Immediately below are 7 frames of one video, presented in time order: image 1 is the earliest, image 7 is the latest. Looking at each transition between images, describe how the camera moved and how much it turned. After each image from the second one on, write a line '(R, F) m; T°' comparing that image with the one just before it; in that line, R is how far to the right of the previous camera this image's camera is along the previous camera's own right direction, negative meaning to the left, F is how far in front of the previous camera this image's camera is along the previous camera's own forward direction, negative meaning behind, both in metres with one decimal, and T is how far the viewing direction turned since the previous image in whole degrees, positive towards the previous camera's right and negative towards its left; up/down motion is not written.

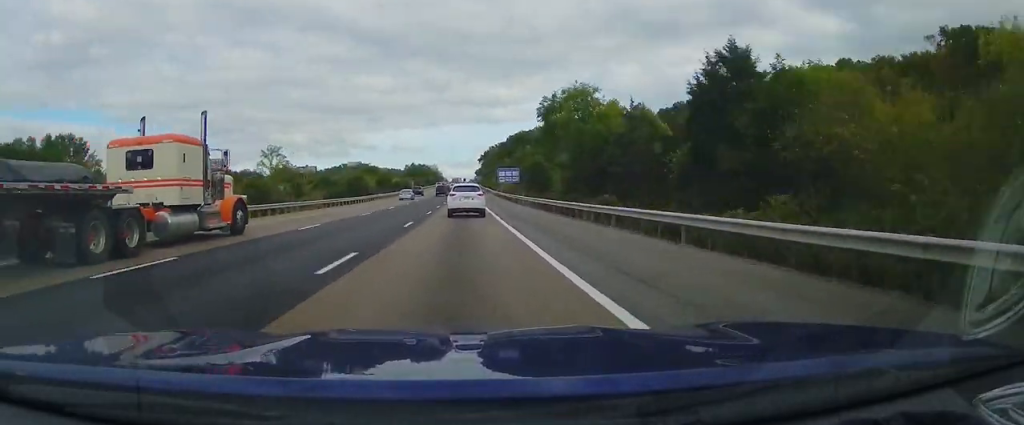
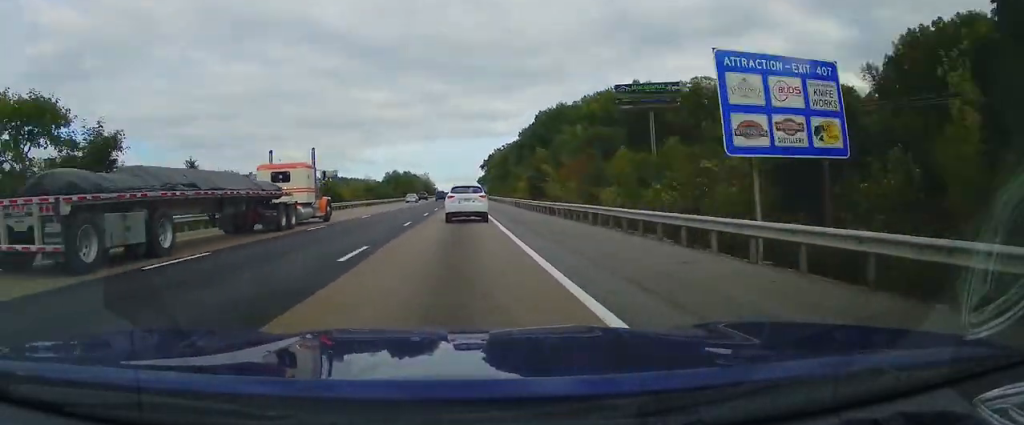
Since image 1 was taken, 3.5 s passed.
(0.0, +113.1) m; 0°
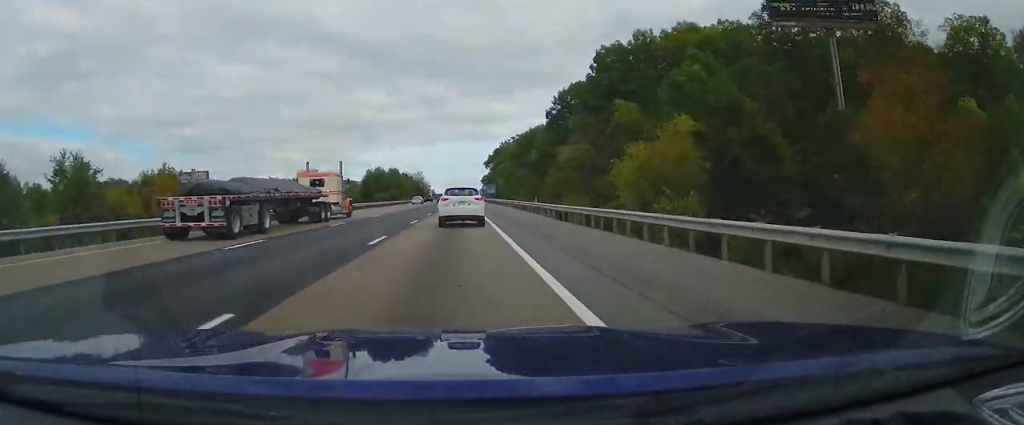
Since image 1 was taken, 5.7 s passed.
(0.0, +69.4) m; 0°
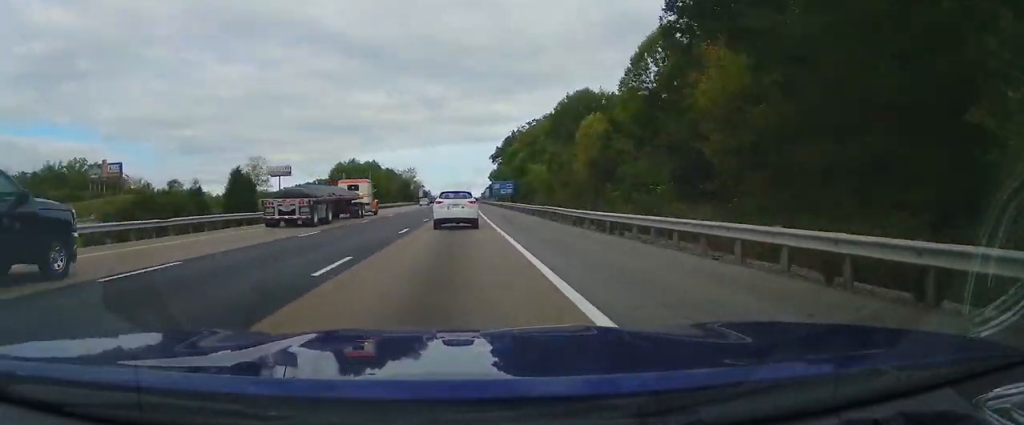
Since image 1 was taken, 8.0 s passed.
(+0.2, +64.7) m; 0°
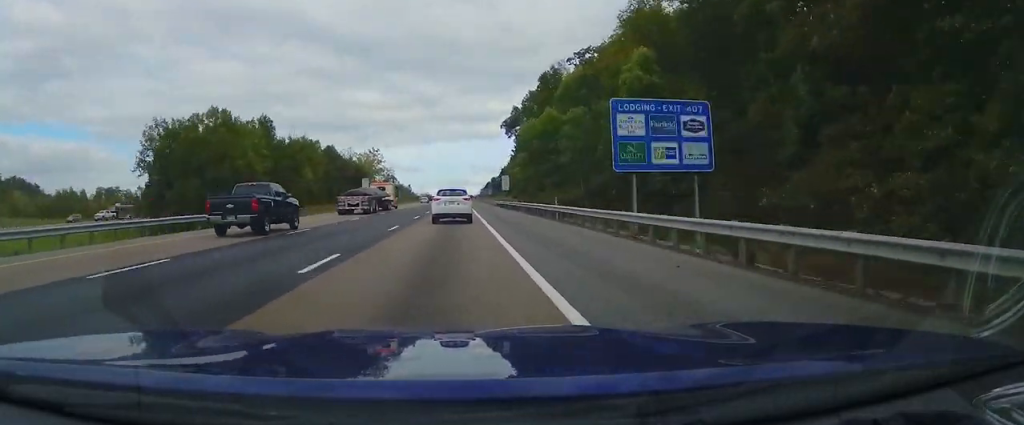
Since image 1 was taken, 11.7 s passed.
(-0.4, +102.7) m; 0°
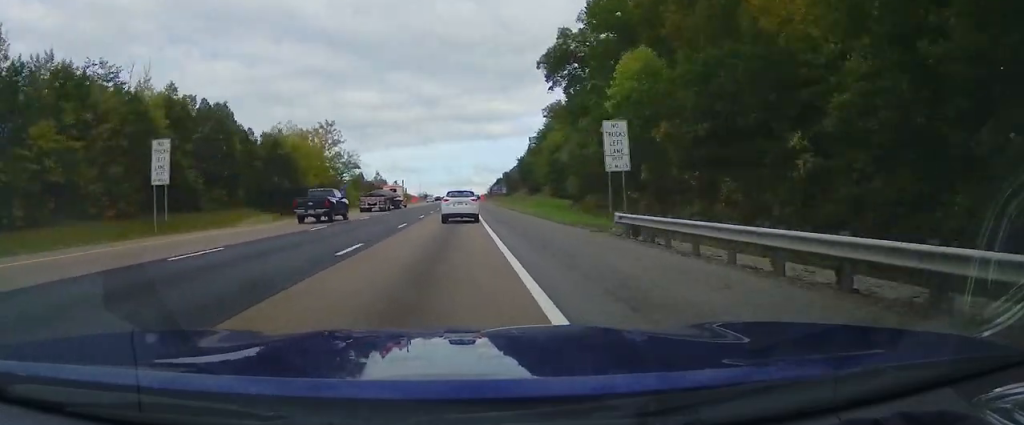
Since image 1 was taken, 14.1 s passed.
(-0.3, +62.5) m; 0°
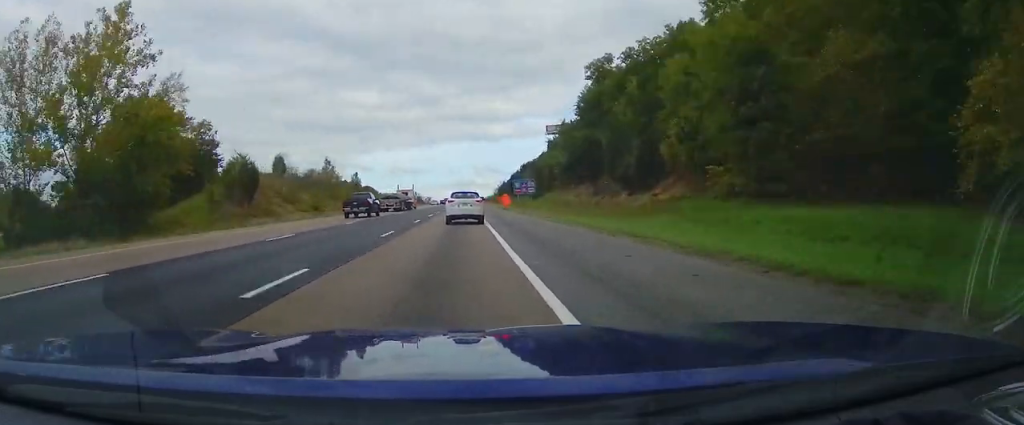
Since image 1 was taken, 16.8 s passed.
(+0.6, +62.7) m; 0°
